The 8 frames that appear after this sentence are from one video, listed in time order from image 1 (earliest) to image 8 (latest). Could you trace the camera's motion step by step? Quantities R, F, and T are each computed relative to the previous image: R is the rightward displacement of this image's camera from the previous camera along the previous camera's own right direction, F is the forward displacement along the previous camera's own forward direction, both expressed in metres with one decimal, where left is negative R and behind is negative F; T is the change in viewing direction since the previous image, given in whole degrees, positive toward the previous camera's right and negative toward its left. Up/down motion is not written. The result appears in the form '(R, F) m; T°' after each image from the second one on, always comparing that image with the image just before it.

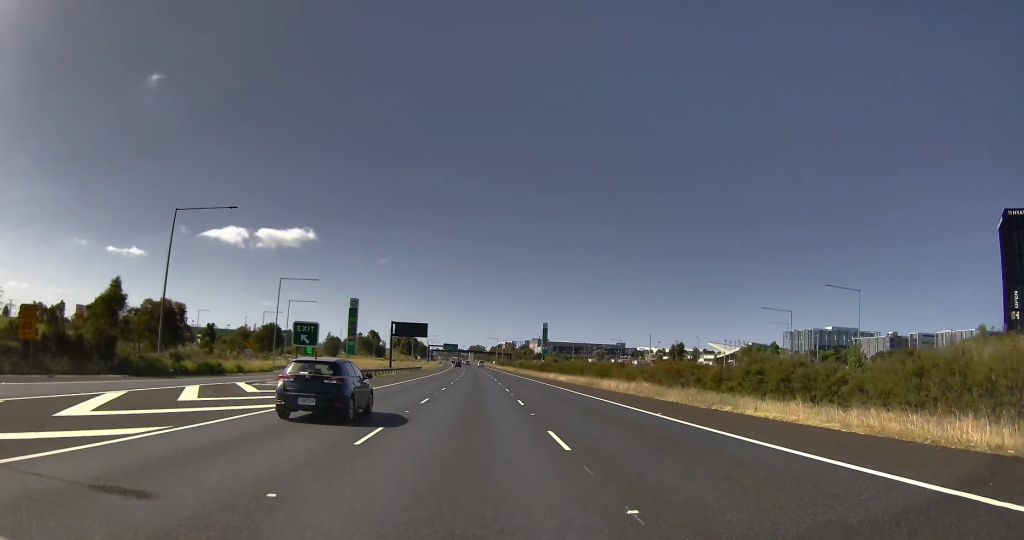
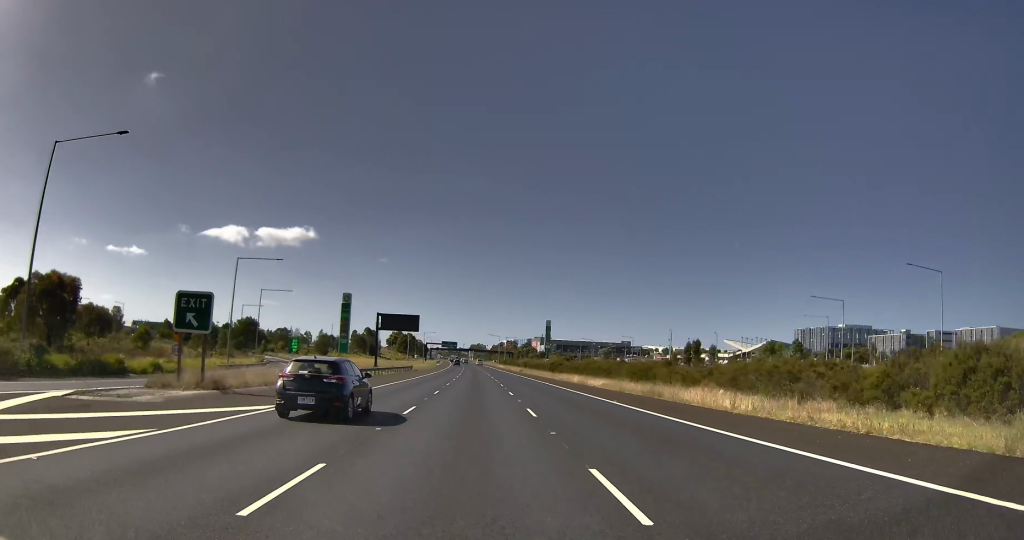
(+0.1, +14.3) m; +1°
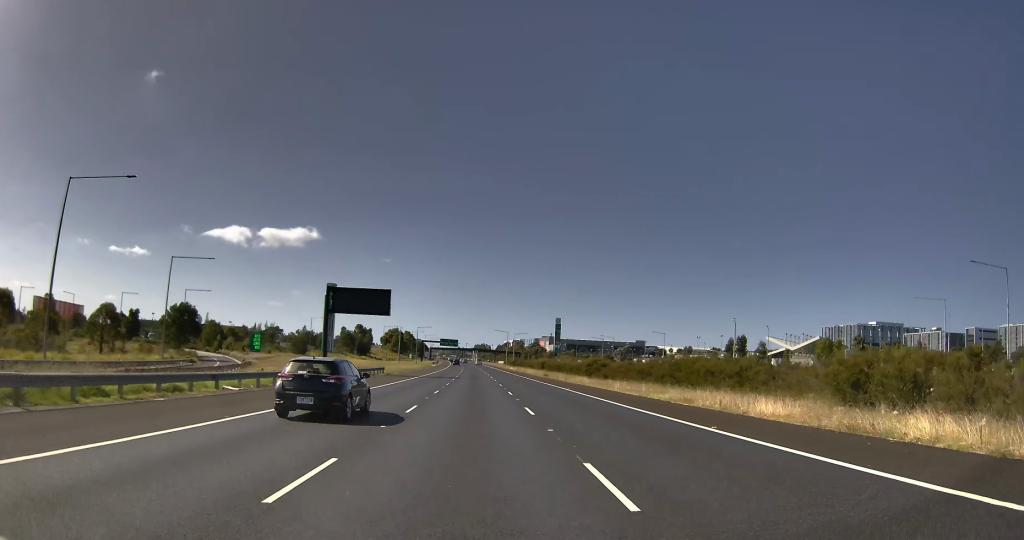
(+0.1, +26.5) m; 0°
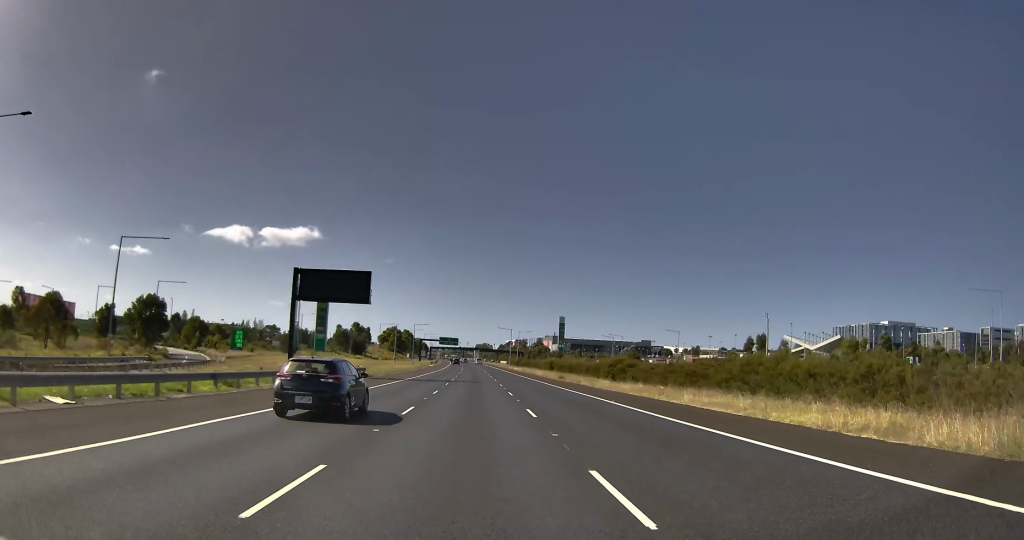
(0.0, +9.3) m; 0°
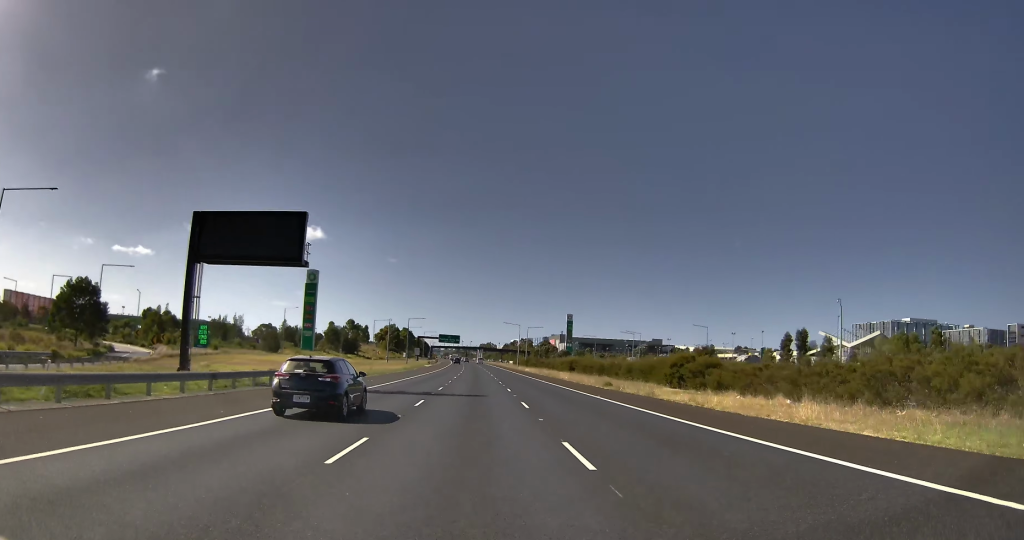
(-0.1, +16.1) m; -1°
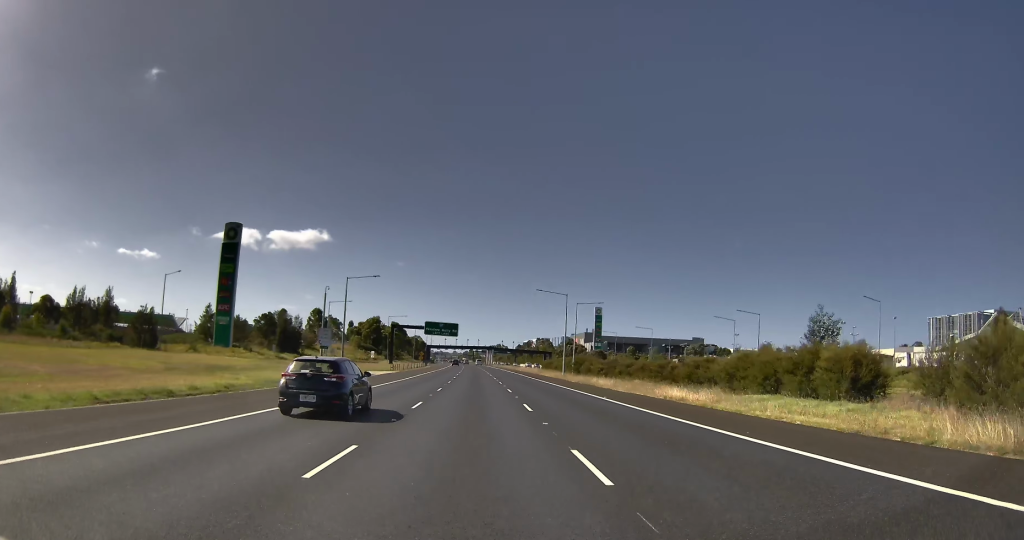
(-0.1, +69.5) m; +1°
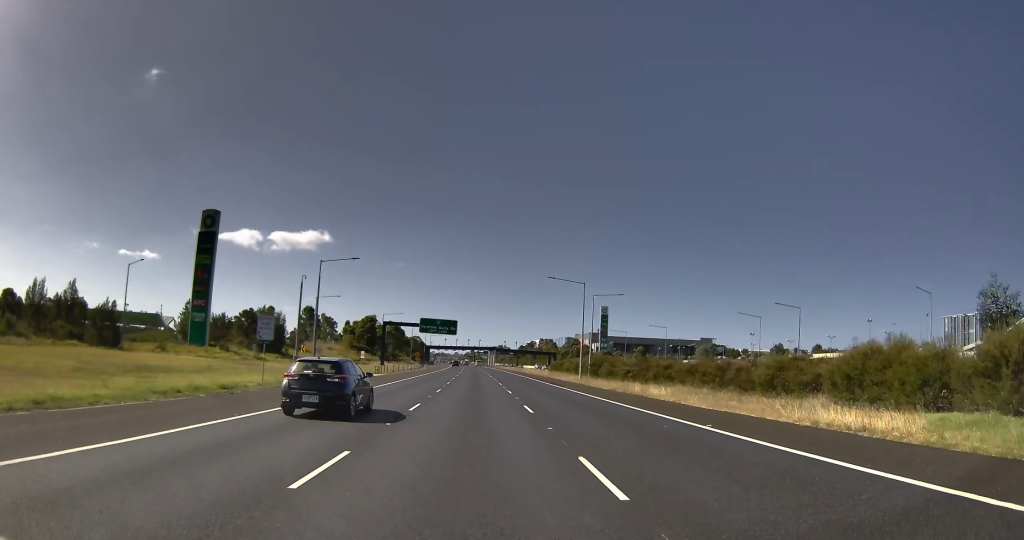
(0.0, +14.1) m; 0°
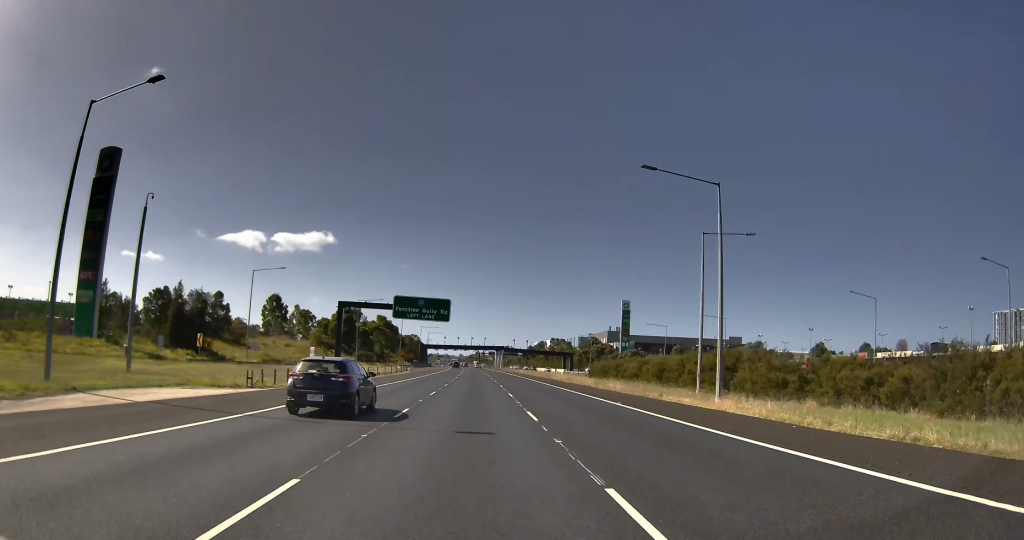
(0.0, +47.2) m; 0°
